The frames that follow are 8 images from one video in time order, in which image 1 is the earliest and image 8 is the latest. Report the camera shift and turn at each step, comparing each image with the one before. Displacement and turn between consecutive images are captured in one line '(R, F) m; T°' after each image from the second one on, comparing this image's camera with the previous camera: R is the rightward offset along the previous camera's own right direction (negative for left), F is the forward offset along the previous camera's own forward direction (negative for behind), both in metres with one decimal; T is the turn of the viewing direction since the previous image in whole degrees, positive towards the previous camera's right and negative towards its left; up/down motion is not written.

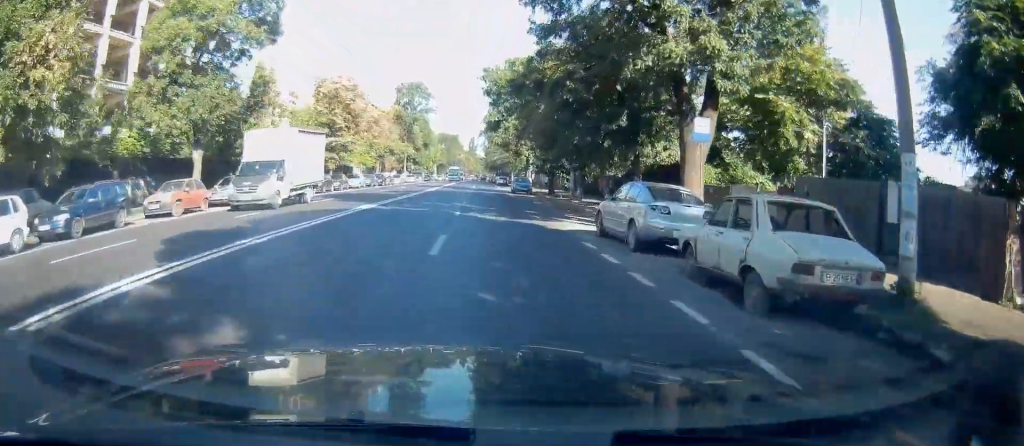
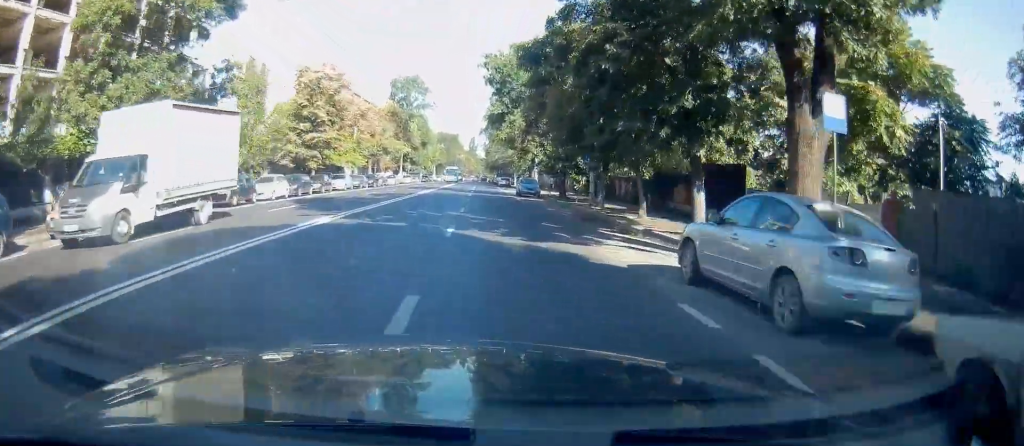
(0.0, +5.9) m; 0°
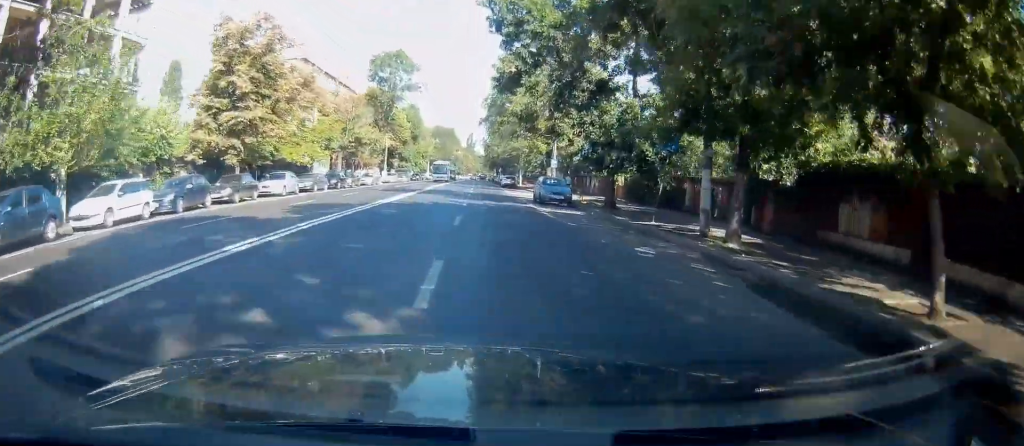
(-0.1, +15.2) m; 0°
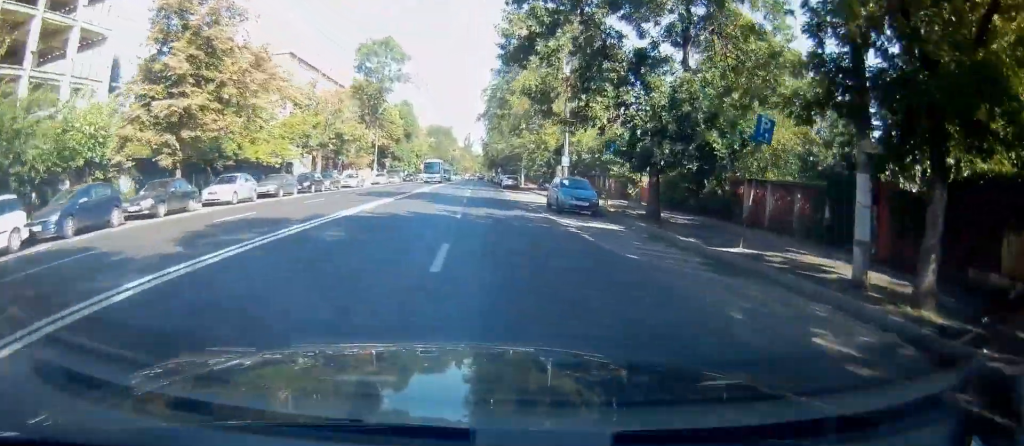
(0.0, +6.9) m; 0°
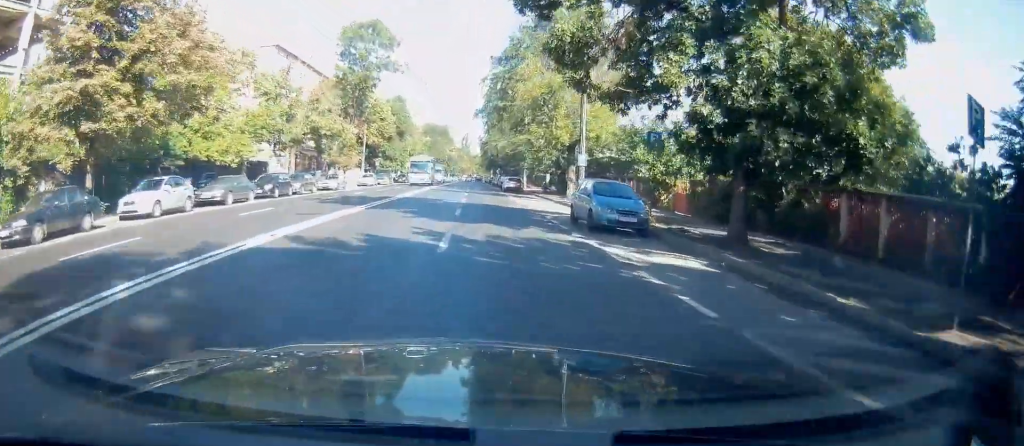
(0.0, +7.0) m; 0°
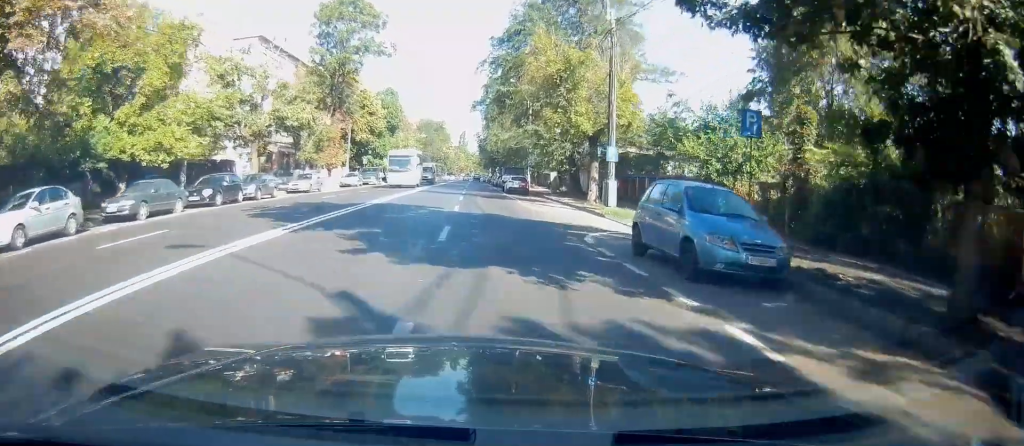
(0.0, +7.6) m; 0°
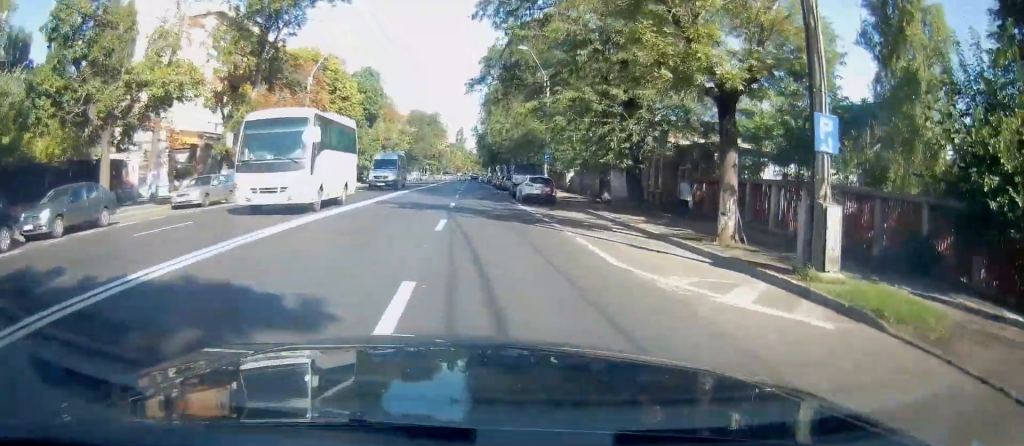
(0.0, +16.2) m; 0°
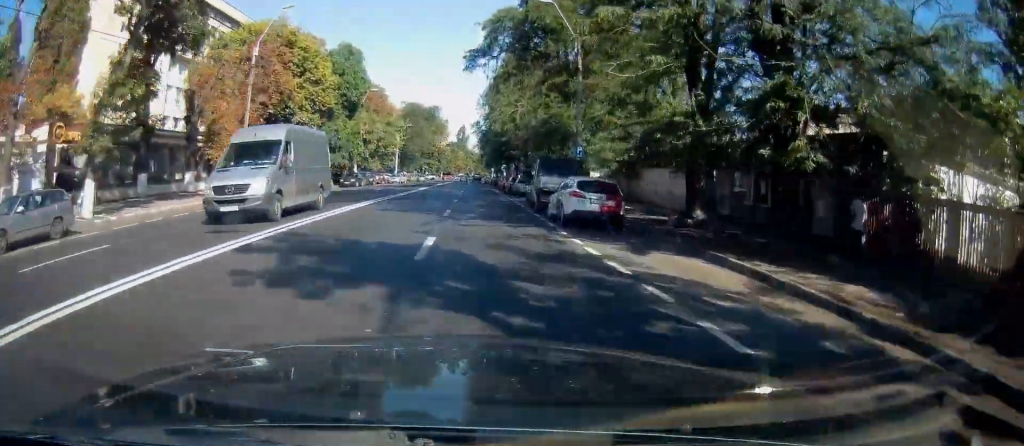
(0.0, +13.2) m; 0°
